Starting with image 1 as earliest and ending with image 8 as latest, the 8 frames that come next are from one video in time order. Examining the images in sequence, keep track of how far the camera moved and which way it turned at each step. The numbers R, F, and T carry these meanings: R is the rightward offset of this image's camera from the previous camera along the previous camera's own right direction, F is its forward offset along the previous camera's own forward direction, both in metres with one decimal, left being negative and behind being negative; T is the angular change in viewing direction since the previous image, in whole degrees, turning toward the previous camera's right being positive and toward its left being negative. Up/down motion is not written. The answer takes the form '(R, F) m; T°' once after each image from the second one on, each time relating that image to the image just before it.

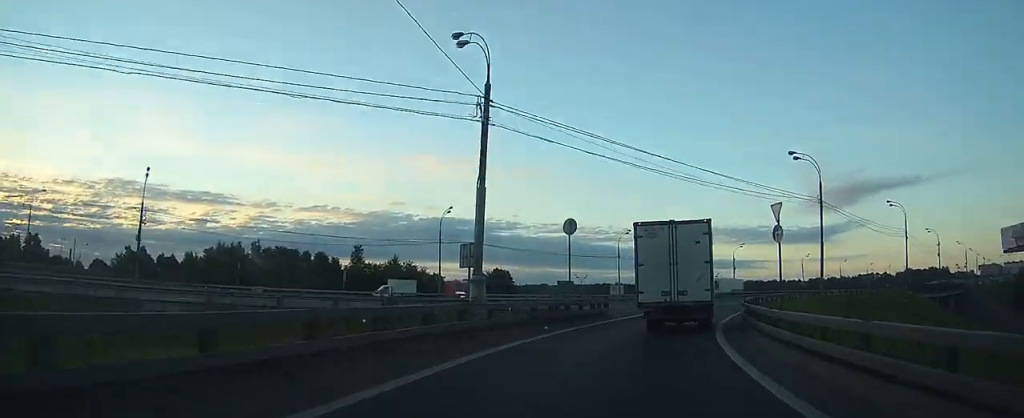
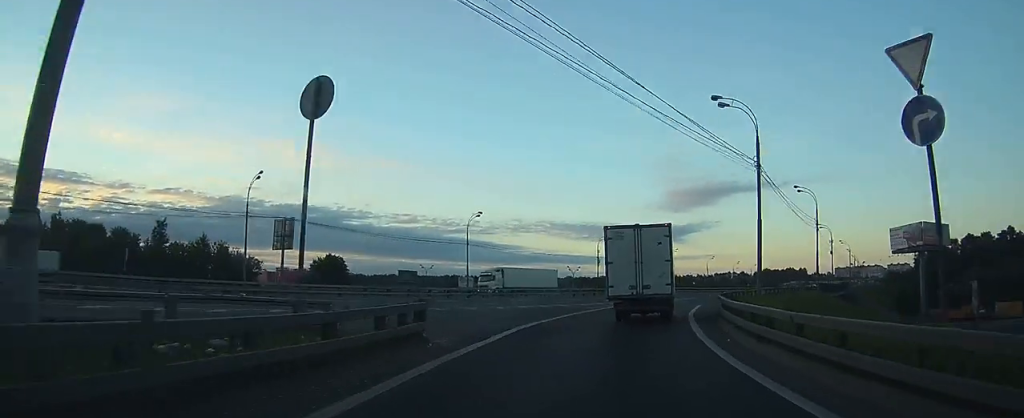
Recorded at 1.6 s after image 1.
(+2.4, +17.2) m; +18°
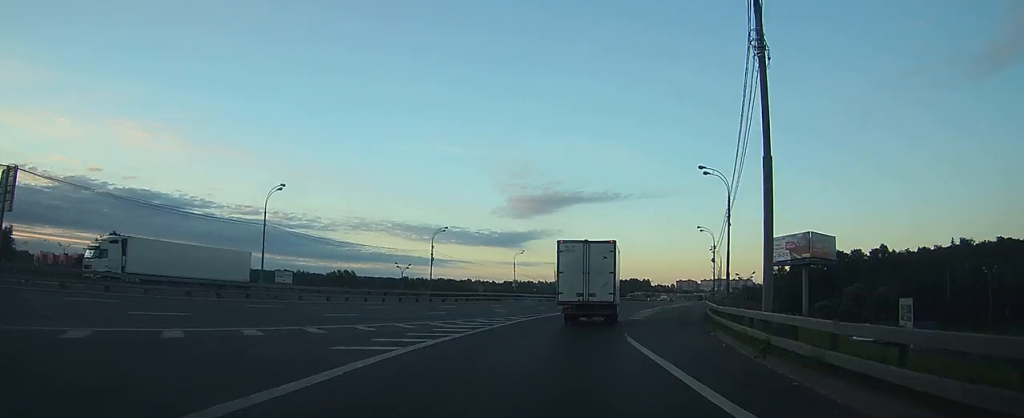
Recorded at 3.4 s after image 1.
(+4.2, +20.2) m; +23°
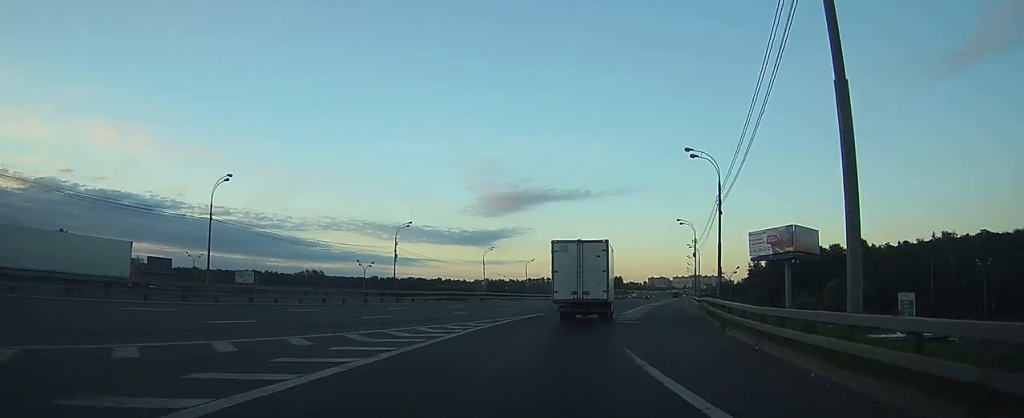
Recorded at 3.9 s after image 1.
(+0.4, +6.1) m; +4°
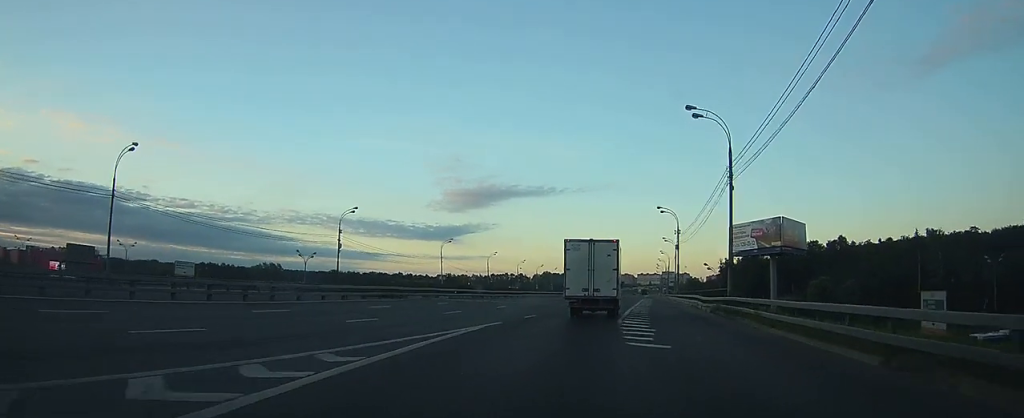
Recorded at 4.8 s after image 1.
(+0.7, +11.3) m; +6°
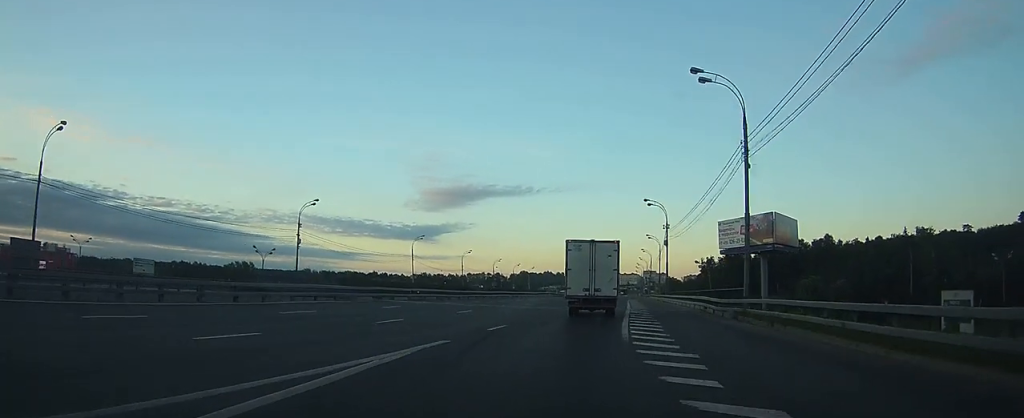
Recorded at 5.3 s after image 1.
(+0.2, +7.0) m; +3°
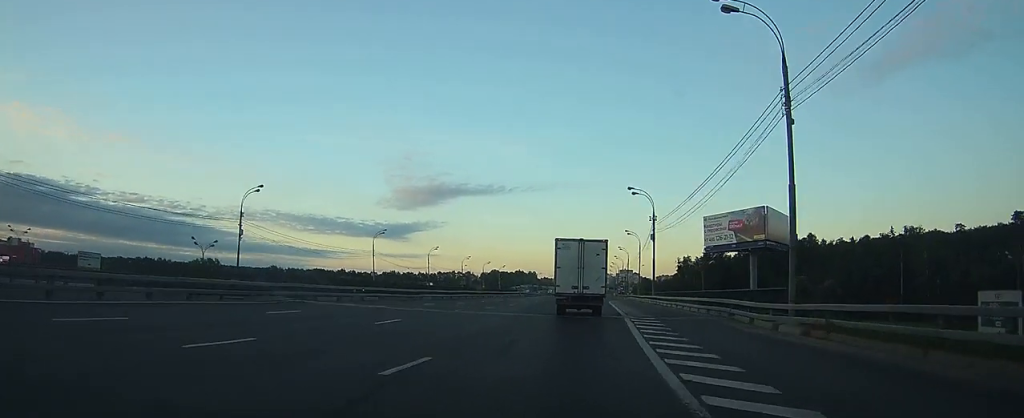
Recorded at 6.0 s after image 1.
(+0.4, +9.0) m; +3°
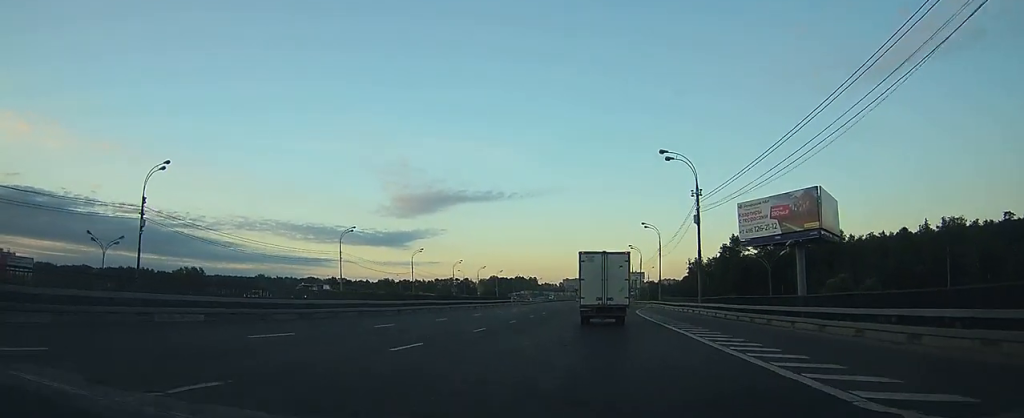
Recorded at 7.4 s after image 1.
(+0.8, +19.7) m; +2°
